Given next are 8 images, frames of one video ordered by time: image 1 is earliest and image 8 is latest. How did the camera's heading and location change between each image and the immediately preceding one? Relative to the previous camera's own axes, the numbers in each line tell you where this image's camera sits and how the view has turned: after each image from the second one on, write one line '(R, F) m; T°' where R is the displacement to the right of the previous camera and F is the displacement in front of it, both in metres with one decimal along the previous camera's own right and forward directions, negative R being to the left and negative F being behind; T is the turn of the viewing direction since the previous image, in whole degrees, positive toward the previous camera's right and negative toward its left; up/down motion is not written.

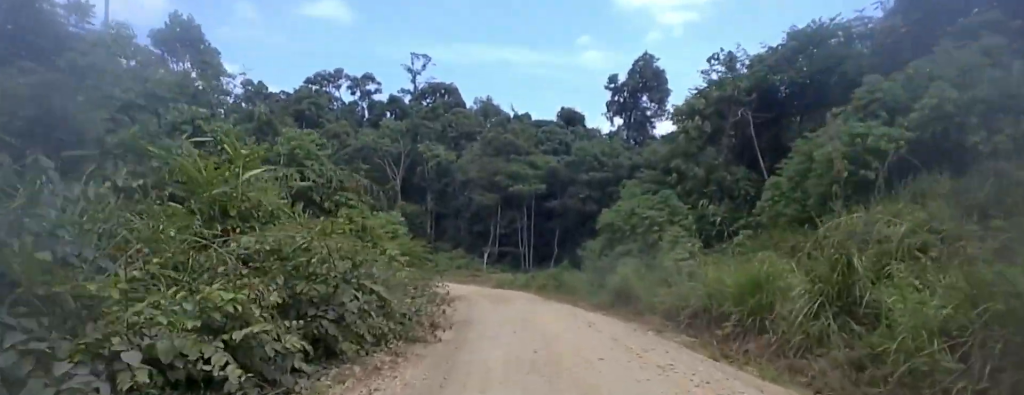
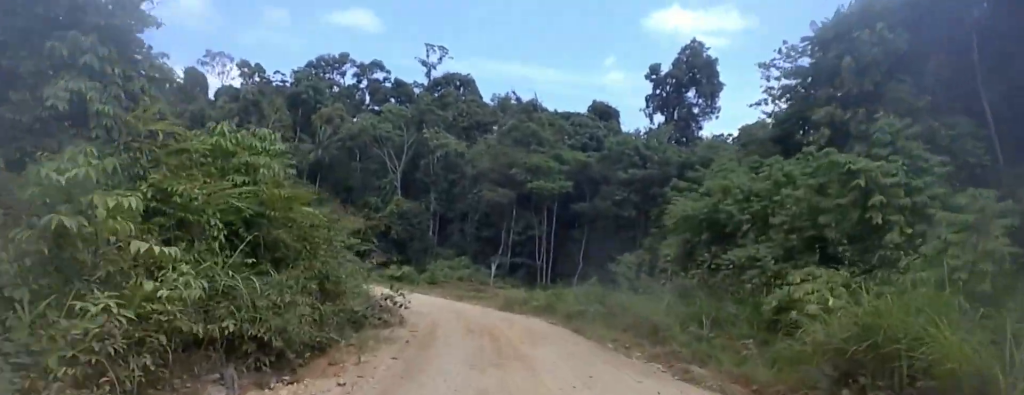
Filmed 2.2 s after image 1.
(+3.1, +16.1) m; +18°
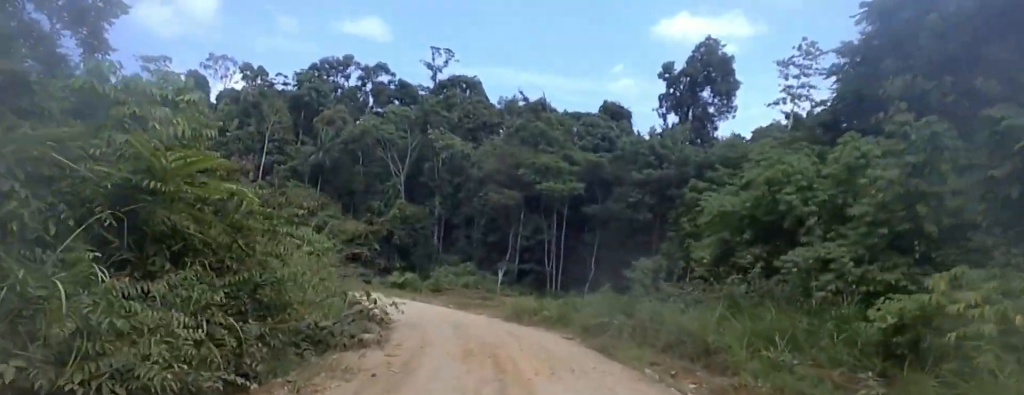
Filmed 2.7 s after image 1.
(-0.1, +4.1) m; +1°
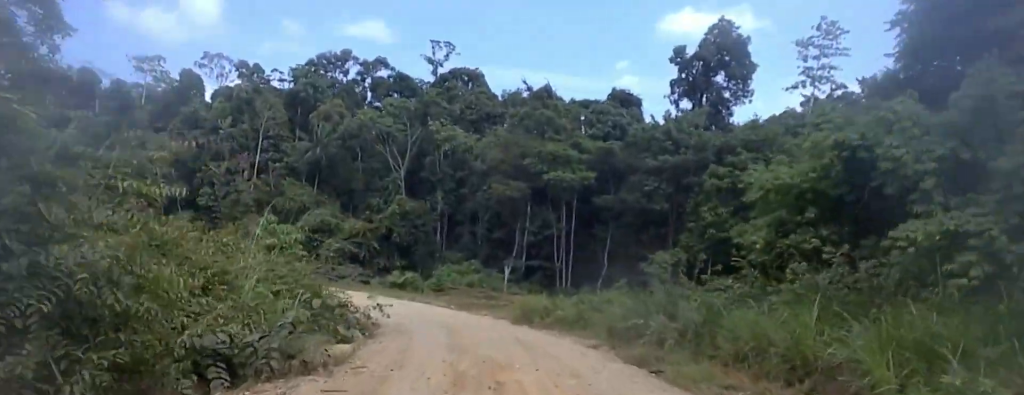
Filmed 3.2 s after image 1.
(+0.3, +4.4) m; -5°
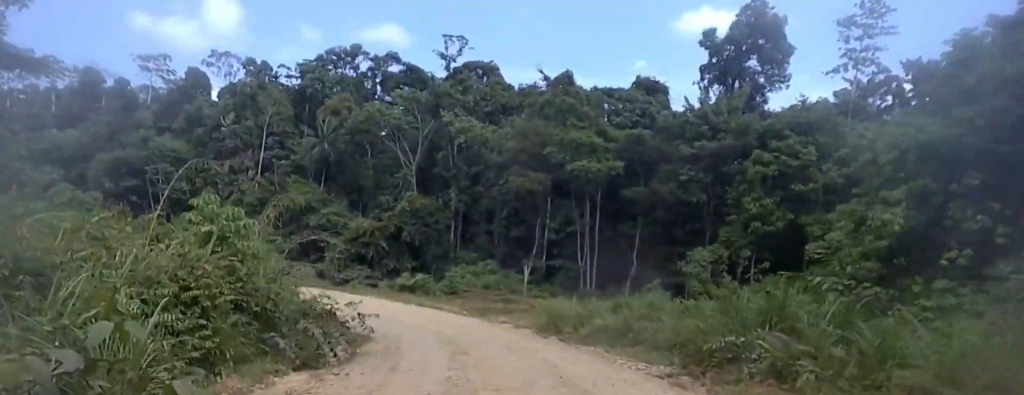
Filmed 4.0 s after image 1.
(-0.2, +5.5) m; -9°
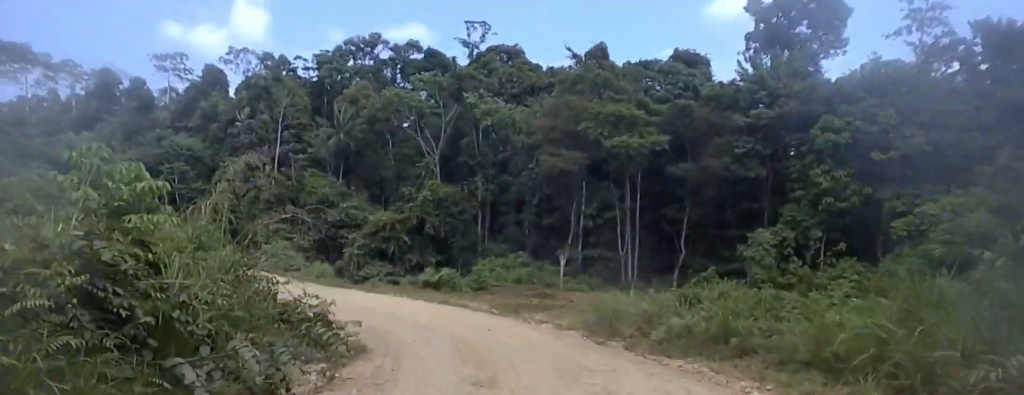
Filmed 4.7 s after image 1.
(-0.7, +5.5) m; -12°
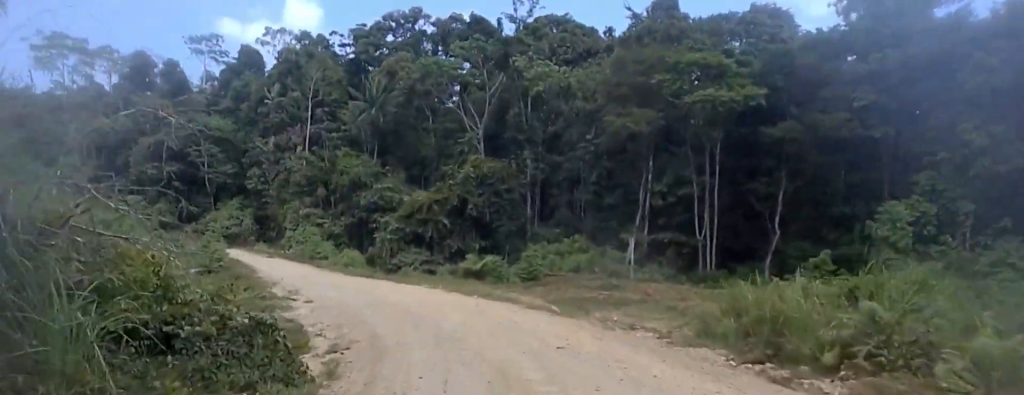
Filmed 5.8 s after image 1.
(-0.6, +8.3) m; -4°
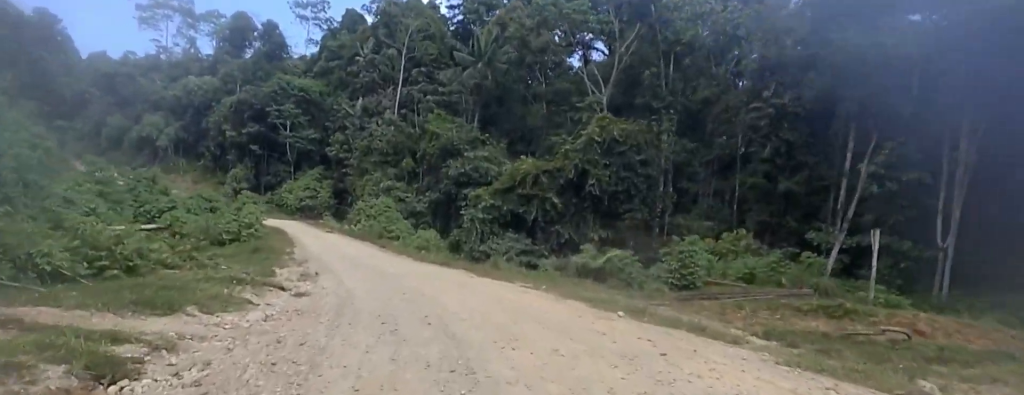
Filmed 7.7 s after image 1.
(0.0, +14.2) m; 0°
